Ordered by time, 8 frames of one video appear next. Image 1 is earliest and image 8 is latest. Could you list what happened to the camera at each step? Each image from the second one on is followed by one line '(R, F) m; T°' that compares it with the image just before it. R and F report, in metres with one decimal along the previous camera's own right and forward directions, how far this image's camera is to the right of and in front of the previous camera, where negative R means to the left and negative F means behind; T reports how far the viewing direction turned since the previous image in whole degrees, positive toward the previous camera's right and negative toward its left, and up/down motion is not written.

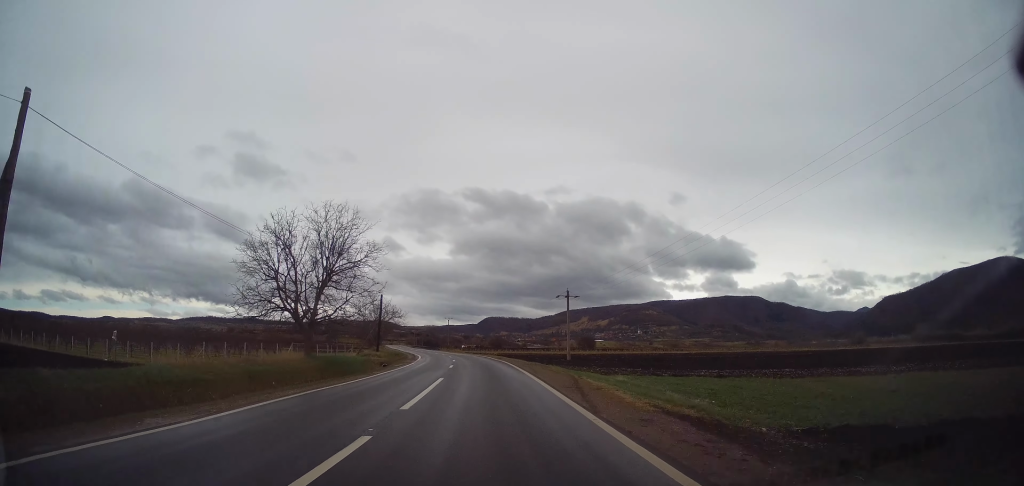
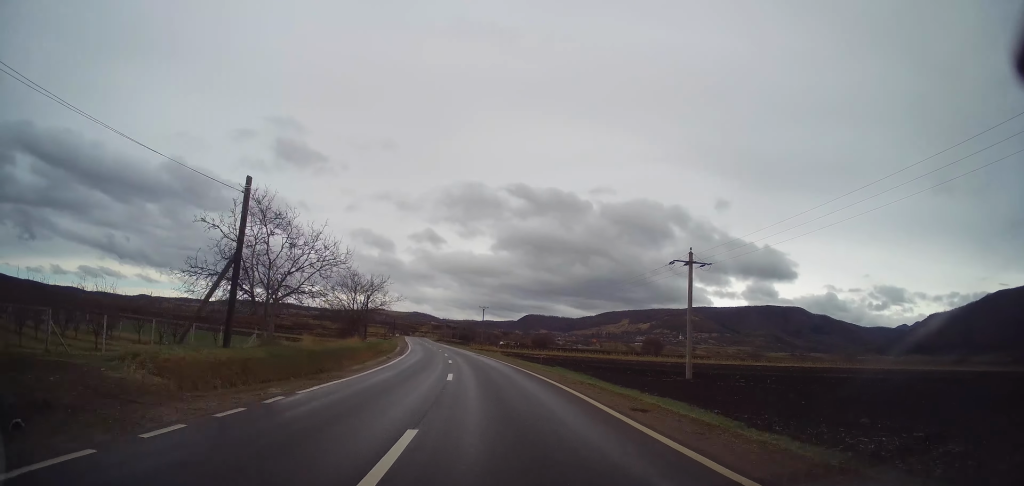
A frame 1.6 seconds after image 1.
(-1.5, +36.1) m; -4°
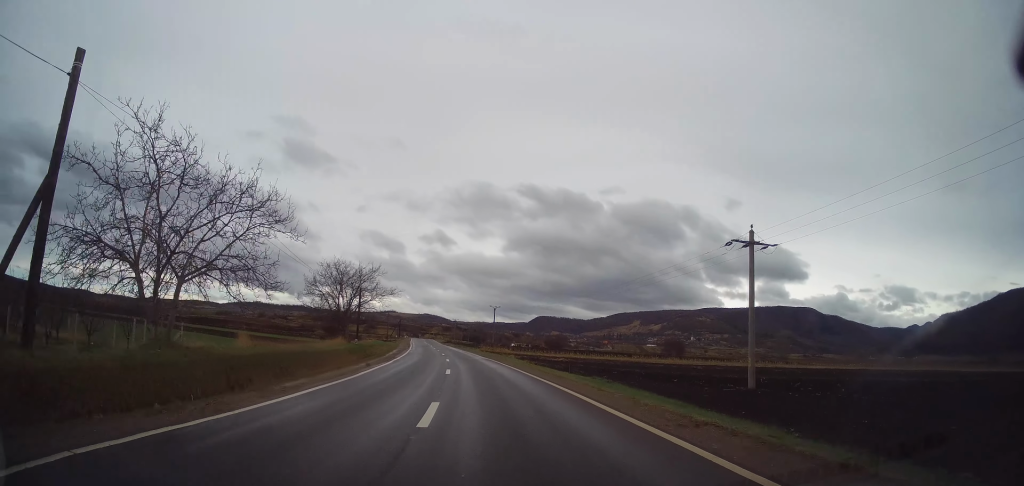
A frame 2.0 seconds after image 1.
(-0.2, +9.0) m; -1°
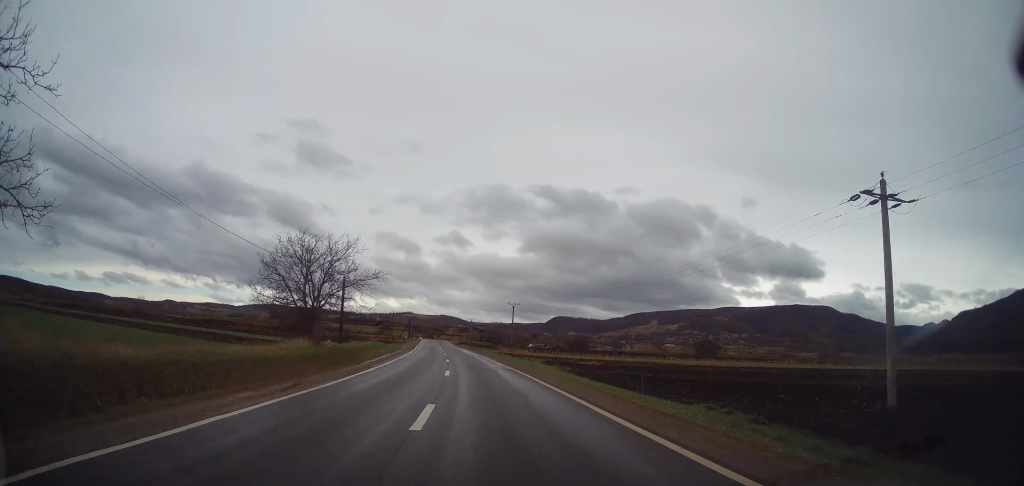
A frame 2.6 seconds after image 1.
(+0.1, +12.1) m; -1°
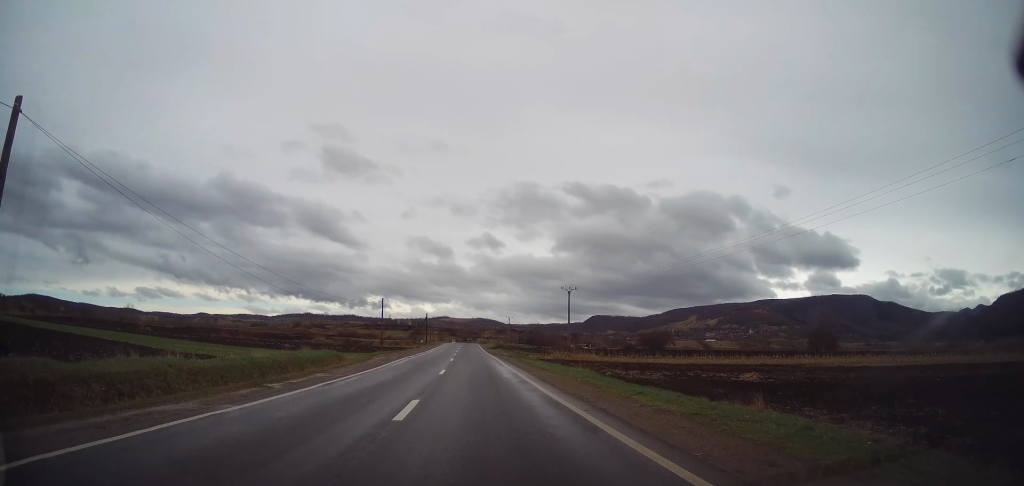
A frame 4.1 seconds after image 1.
(-1.3, +35.0) m; -5°
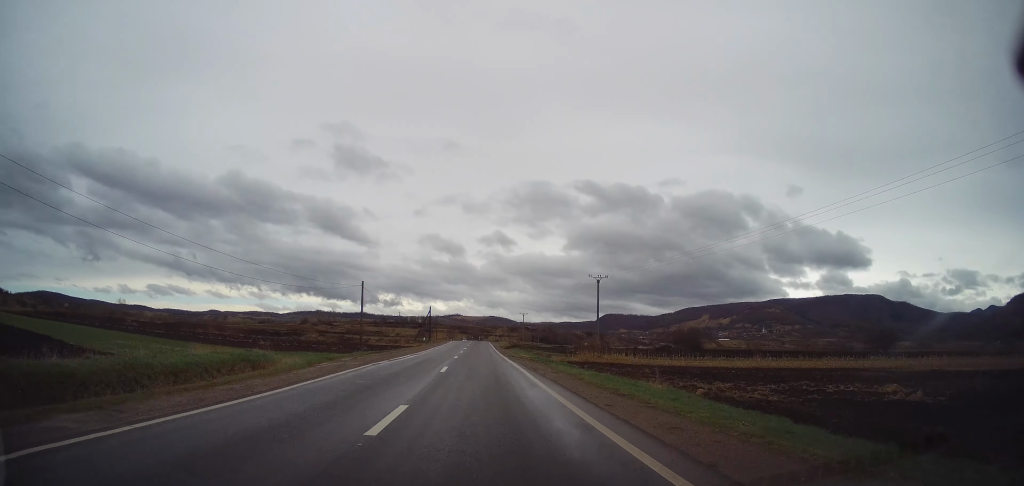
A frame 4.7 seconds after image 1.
(-0.2, +13.7) m; -1°
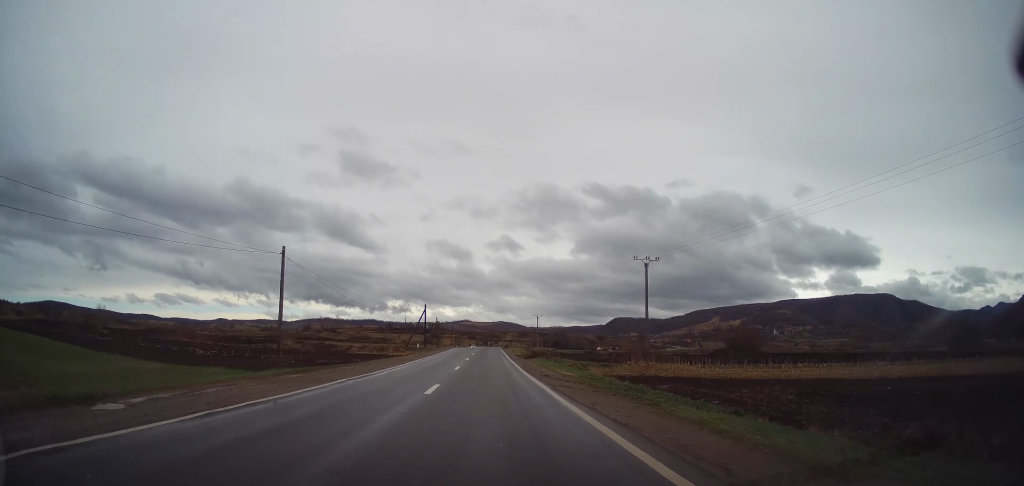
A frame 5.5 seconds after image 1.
(-0.2, +18.2) m; -1°
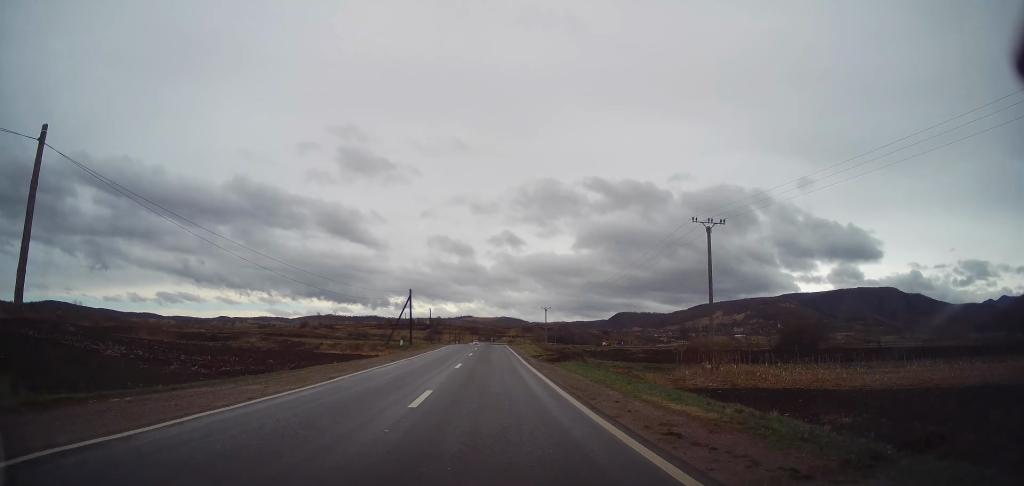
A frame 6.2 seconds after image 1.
(0.0, +15.1) m; -1°
